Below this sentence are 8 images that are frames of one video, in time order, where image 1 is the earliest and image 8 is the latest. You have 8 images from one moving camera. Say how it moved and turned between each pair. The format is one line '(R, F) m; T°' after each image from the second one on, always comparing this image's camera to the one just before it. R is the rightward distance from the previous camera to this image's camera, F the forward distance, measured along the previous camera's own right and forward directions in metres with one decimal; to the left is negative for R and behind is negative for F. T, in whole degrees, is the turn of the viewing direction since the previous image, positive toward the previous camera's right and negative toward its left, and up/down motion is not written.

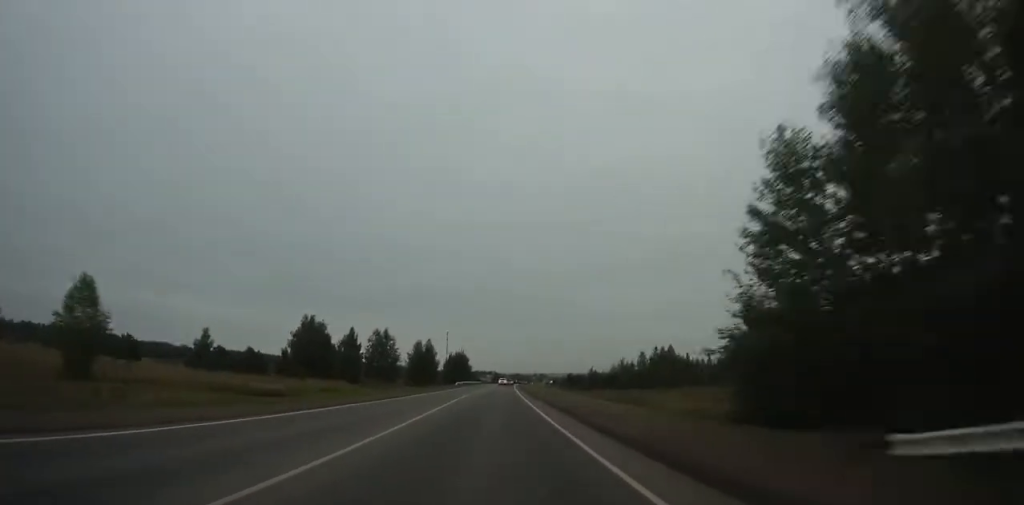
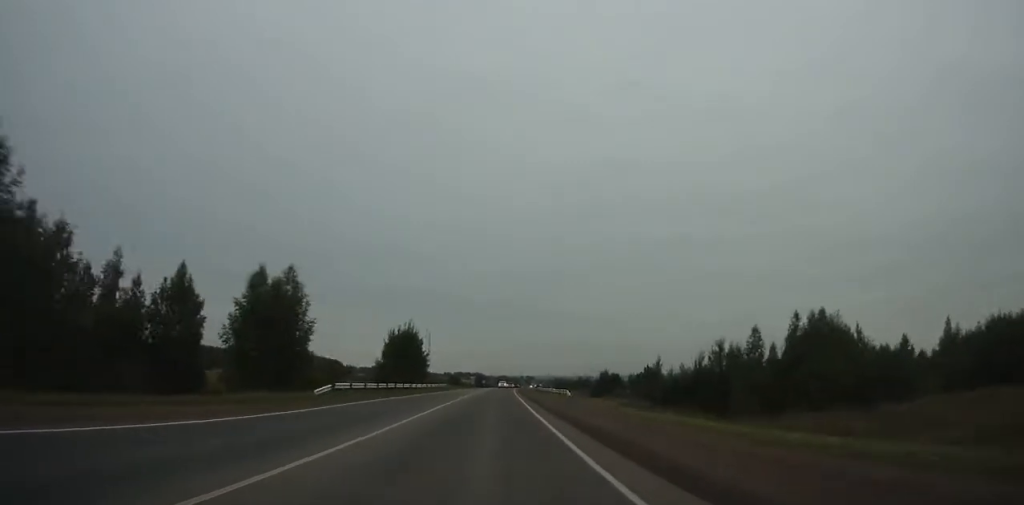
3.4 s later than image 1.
(+1.2, +81.3) m; +1°
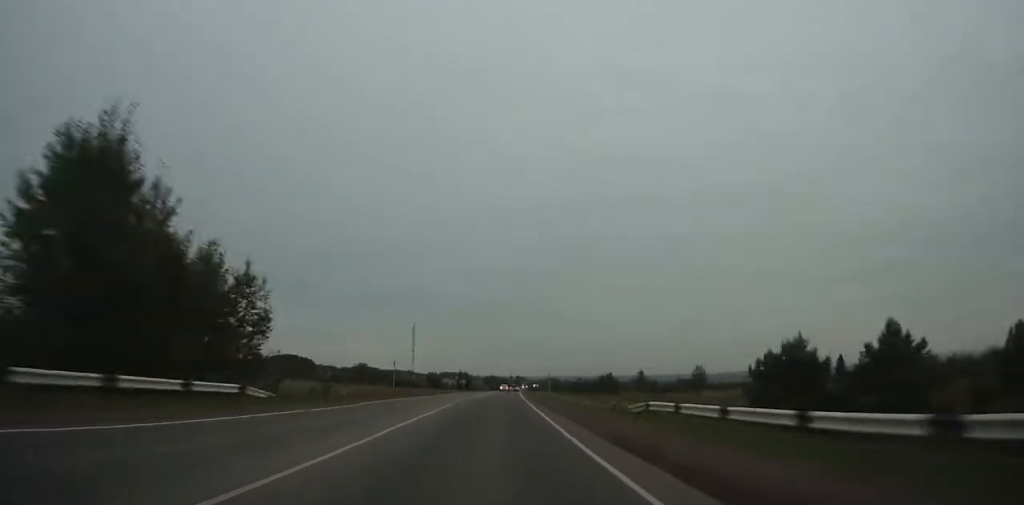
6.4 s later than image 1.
(+0.4, +73.9) m; +1°
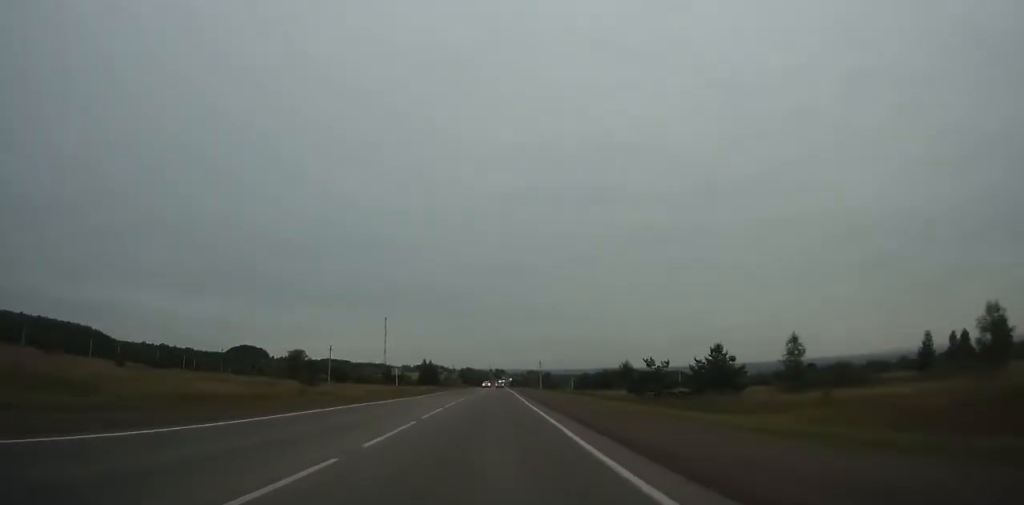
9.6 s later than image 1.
(+1.0, +80.3) m; +2°
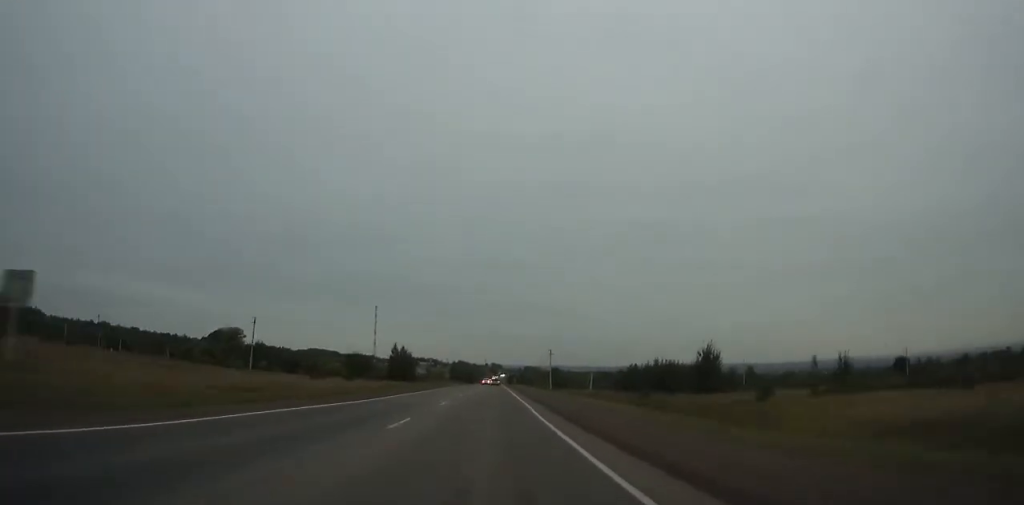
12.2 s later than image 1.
(+0.9, +66.1) m; +1°
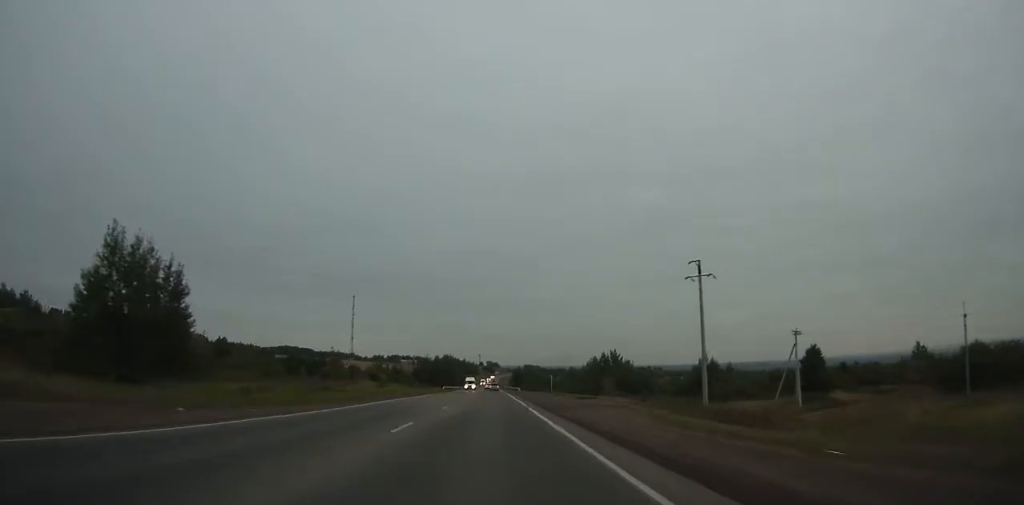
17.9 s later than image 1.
(+0.4, +146.4) m; 0°
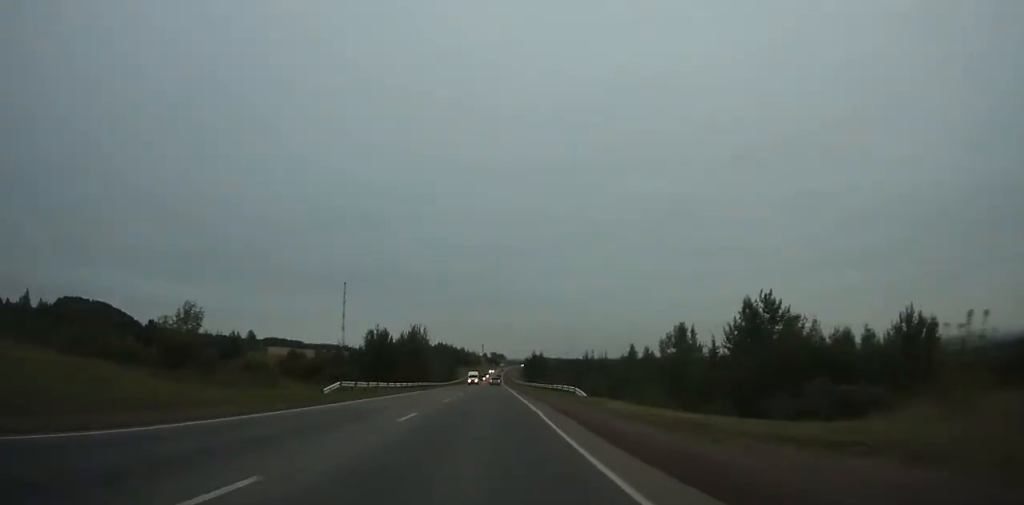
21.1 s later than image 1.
(+0.3, +83.3) m; 0°
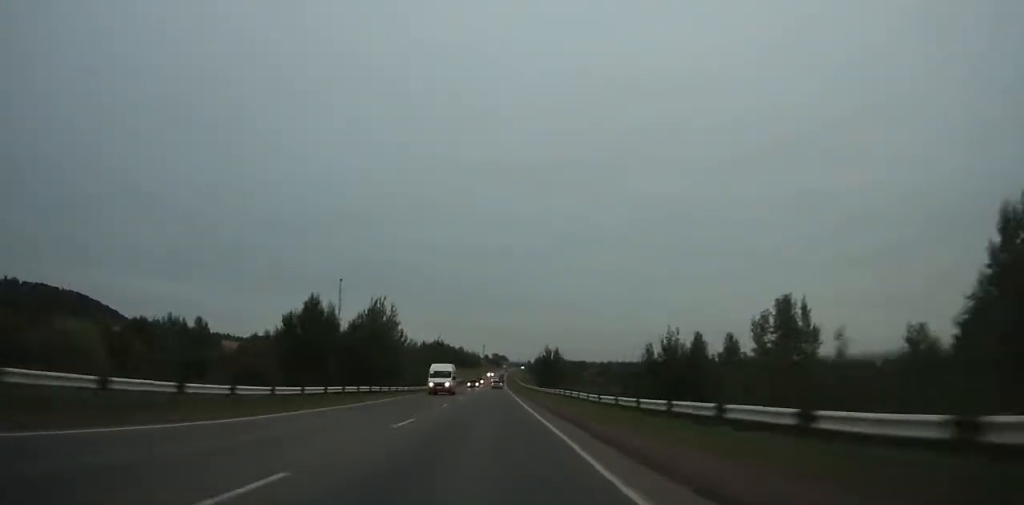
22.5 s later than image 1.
(-0.1, +36.8) m; 0°
